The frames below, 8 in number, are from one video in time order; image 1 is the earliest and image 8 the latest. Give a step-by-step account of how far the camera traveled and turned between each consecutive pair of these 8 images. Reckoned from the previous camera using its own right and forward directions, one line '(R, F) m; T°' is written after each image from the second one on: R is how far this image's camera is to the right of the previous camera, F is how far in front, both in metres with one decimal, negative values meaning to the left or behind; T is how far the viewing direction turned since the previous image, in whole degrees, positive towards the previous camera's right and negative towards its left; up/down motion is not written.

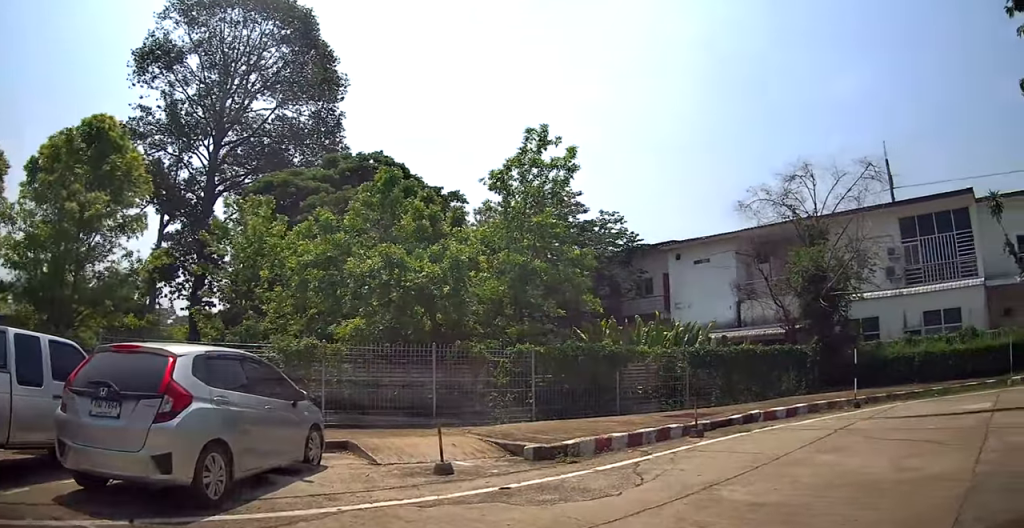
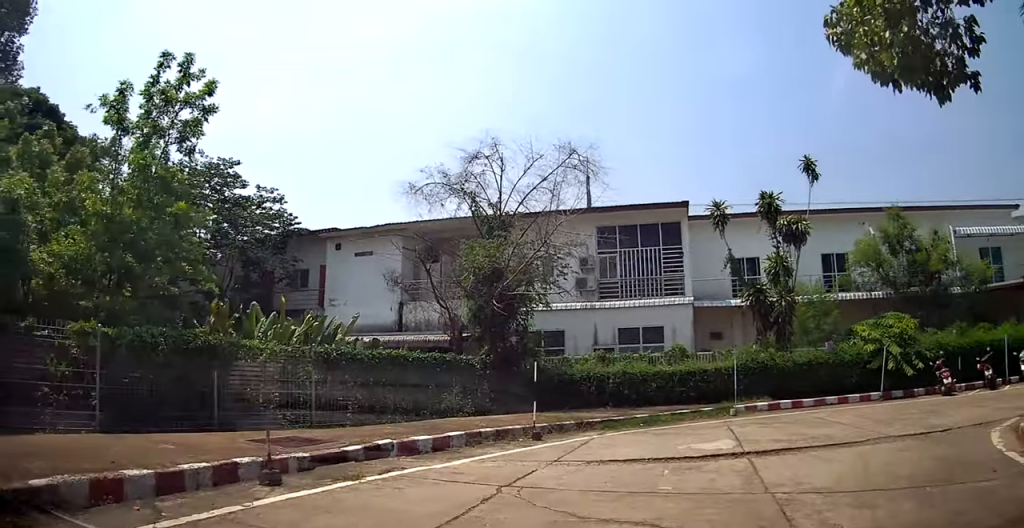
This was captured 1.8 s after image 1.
(+1.3, +3.3) m; +44°
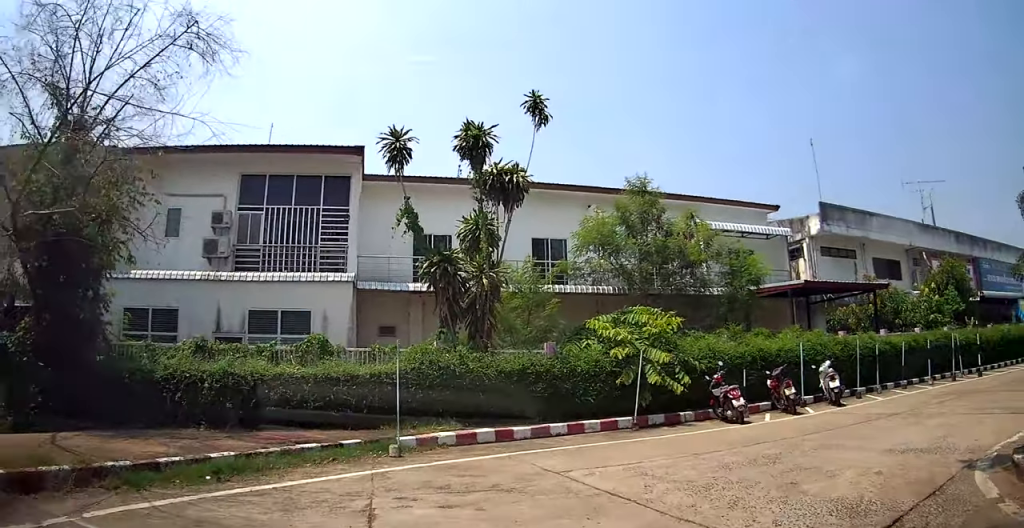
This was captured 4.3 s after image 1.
(+2.5, +6.3) m; +37°
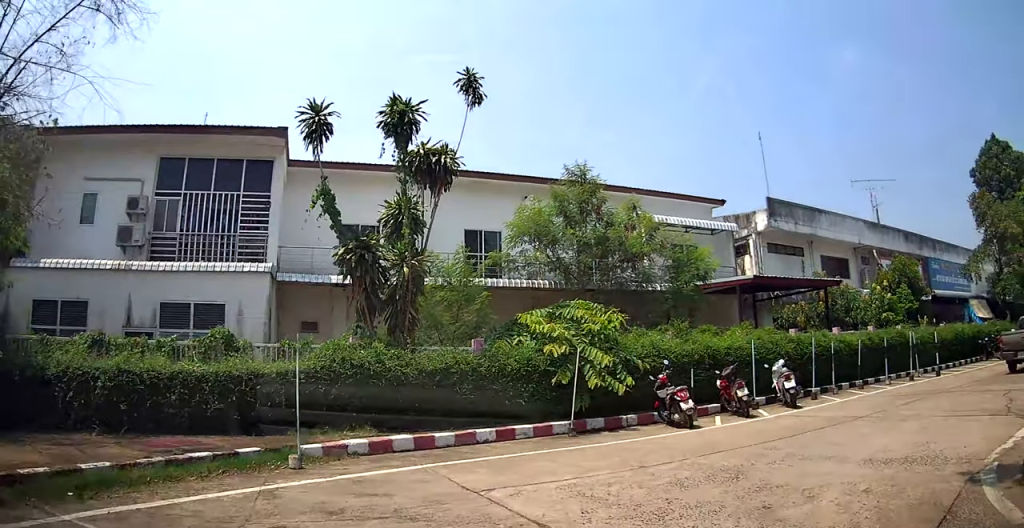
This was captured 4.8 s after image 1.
(+0.2, +1.6) m; +6°
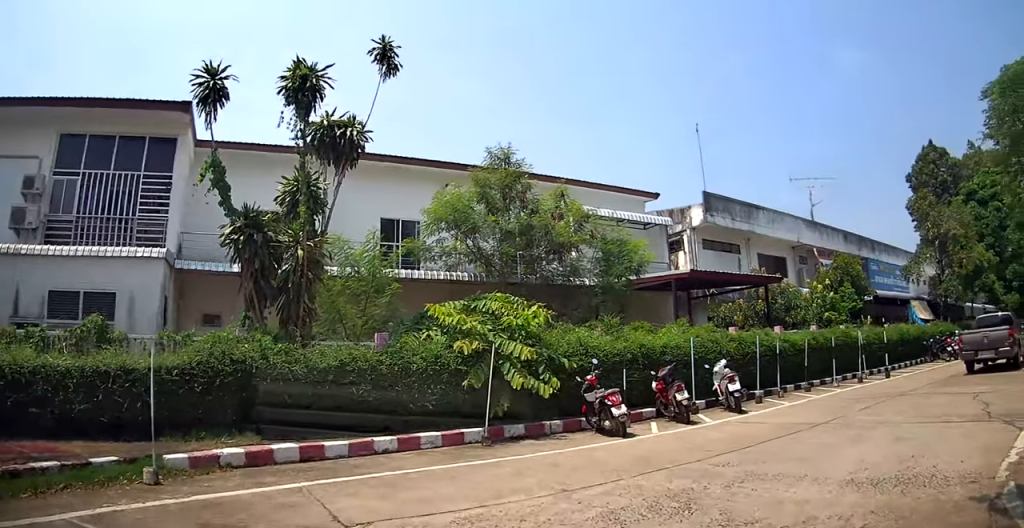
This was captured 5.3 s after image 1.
(0.0, +1.9) m; +7°
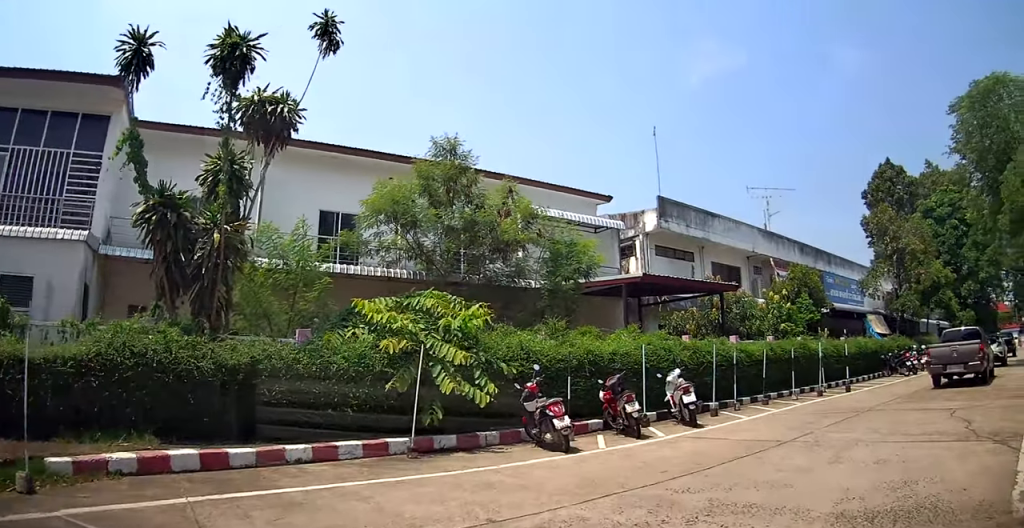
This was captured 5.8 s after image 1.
(+0.1, +1.4) m; +5°
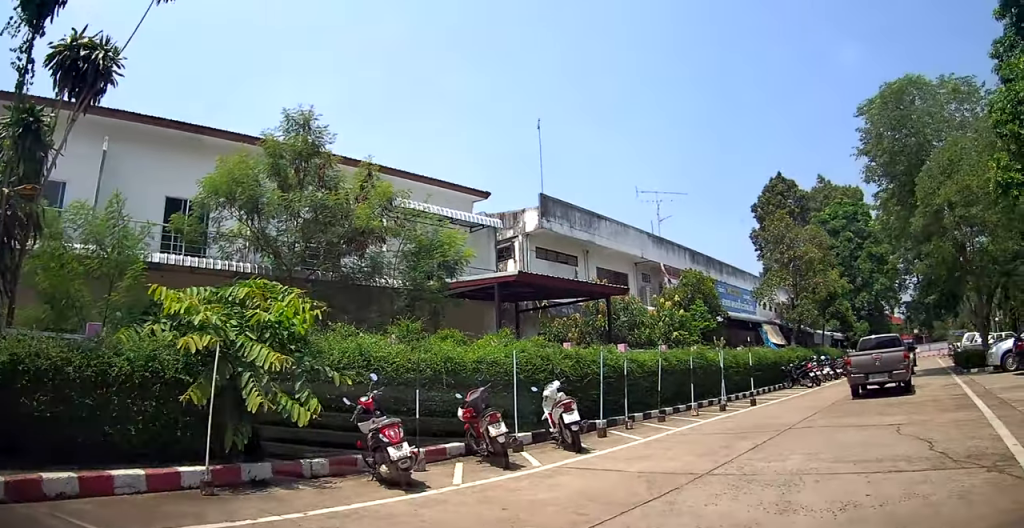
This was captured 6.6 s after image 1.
(+0.3, +2.8) m; +12°
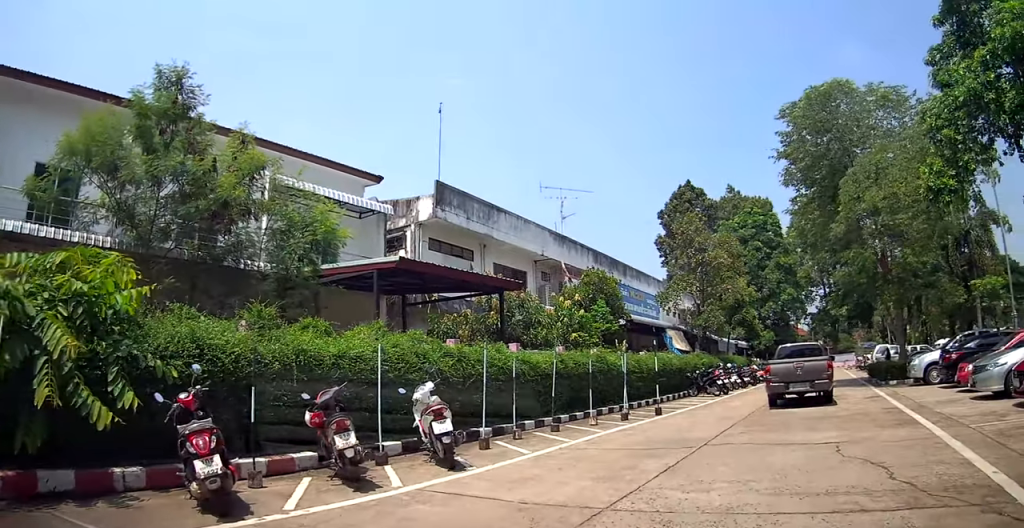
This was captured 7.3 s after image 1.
(+0.1, +2.0) m; +9°
